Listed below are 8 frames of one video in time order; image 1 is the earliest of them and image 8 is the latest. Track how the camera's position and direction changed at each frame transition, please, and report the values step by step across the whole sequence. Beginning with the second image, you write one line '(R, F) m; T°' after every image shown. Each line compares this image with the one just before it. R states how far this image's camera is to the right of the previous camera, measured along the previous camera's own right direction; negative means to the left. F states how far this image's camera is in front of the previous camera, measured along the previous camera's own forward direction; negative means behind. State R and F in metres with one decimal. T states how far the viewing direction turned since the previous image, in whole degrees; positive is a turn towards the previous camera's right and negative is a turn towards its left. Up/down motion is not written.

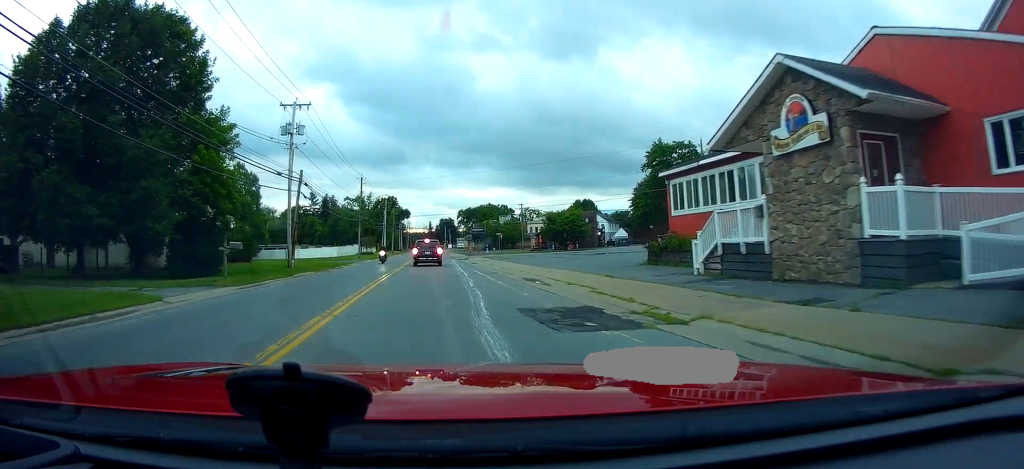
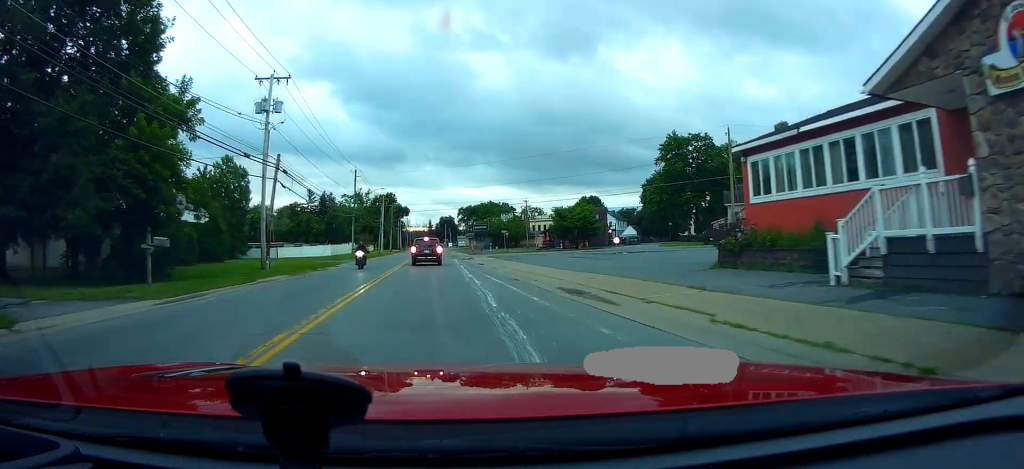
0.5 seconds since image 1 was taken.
(-0.4, +6.4) m; -1°
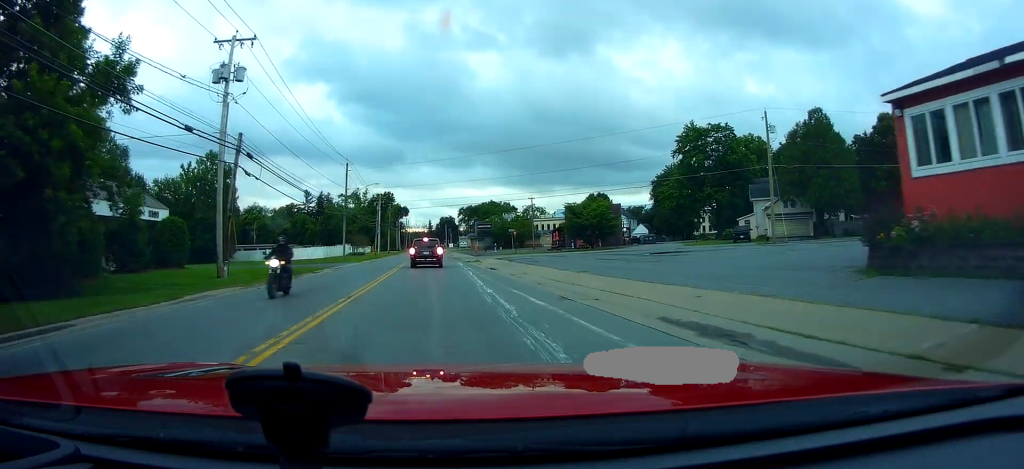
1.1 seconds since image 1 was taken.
(+0.4, +7.1) m; +4°
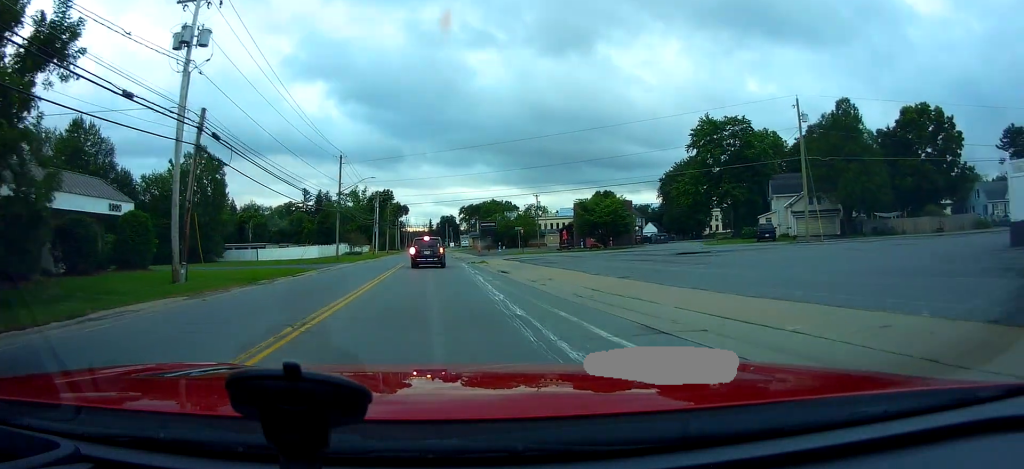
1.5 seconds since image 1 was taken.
(0.0, +5.1) m; +2°
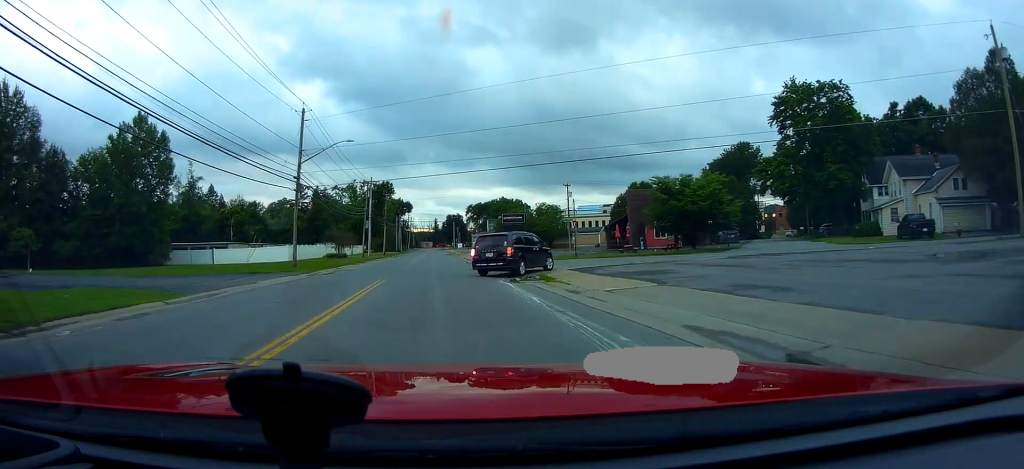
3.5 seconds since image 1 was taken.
(-0.6, +20.8) m; -4°
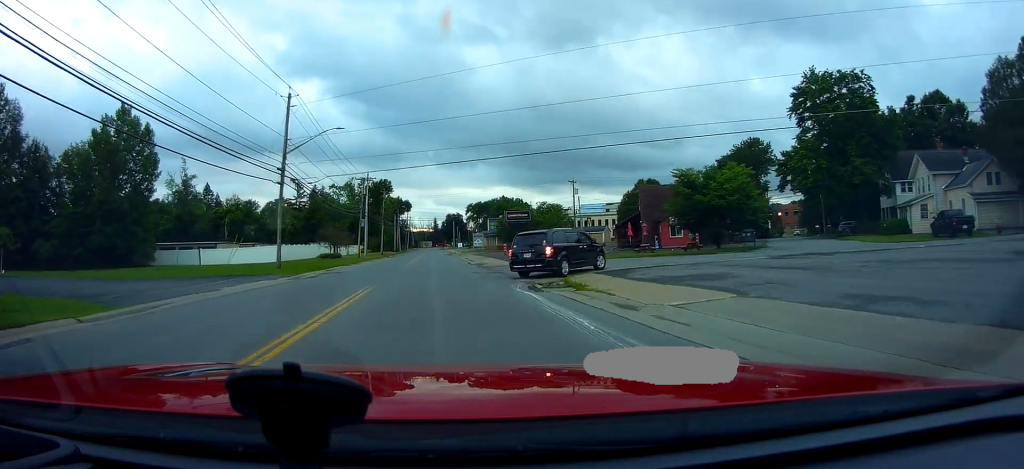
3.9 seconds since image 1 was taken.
(+0.2, +3.9) m; 0°
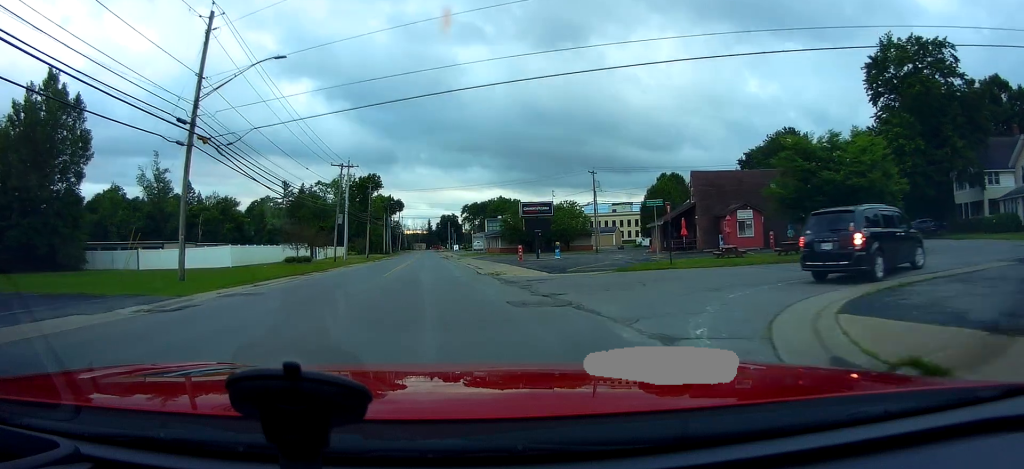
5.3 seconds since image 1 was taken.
(-0.1, +13.1) m; -3°
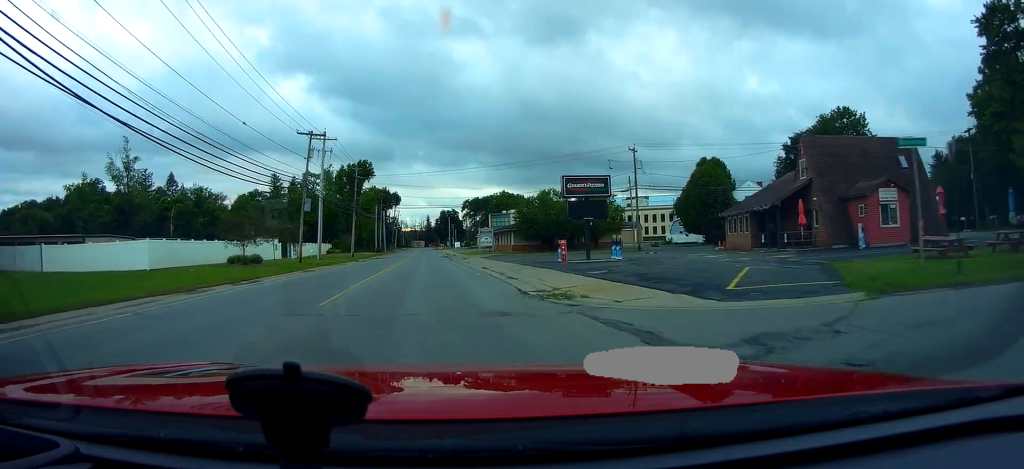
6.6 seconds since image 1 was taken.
(-0.1, +13.6) m; +2°
